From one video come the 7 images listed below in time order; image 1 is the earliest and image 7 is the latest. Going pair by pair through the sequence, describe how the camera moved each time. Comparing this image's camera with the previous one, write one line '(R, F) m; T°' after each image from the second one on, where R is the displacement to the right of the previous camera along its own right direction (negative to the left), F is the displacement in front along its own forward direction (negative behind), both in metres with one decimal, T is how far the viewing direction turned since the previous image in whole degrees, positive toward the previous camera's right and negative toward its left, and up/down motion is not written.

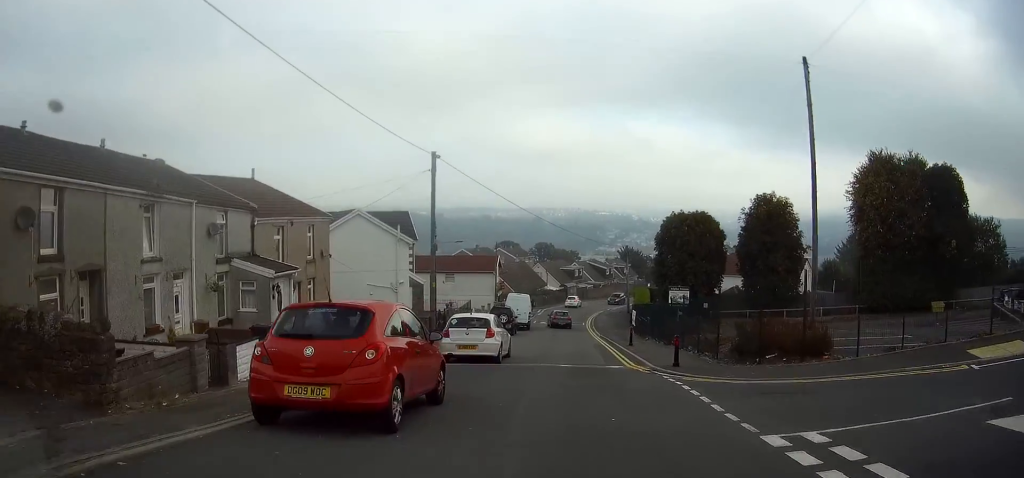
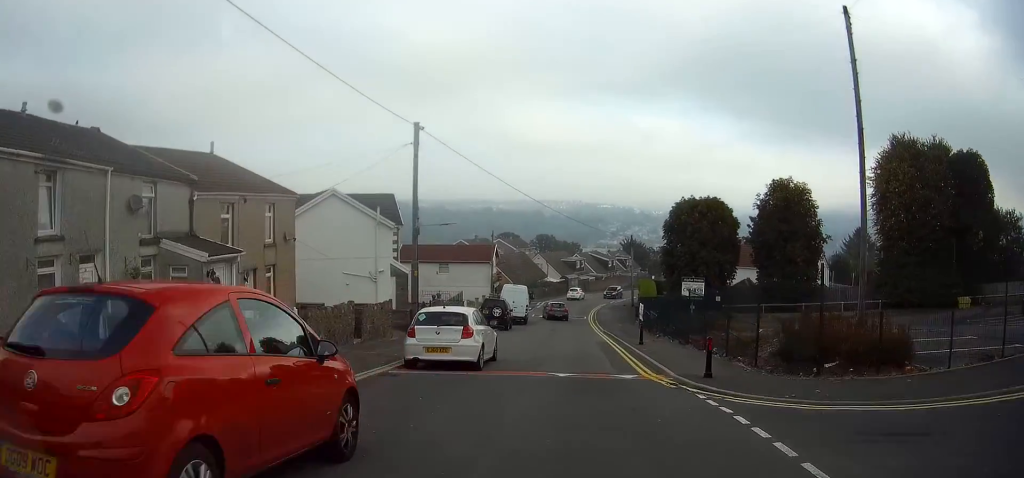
(0.0, +3.9) m; 0°
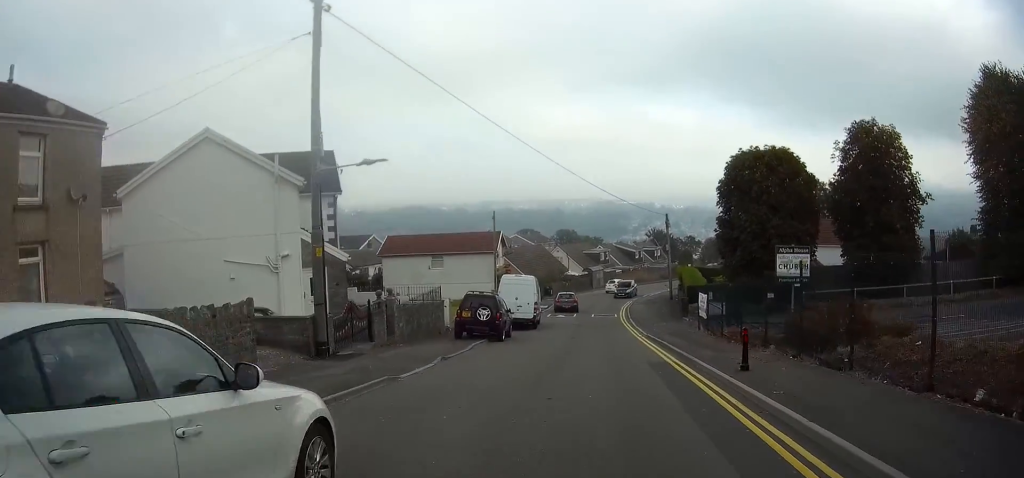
(-0.1, +12.5) m; -1°
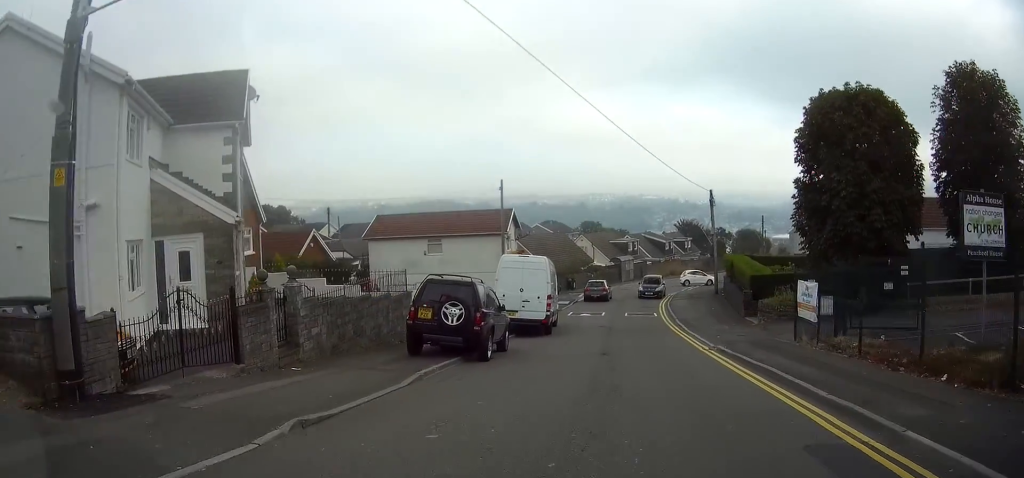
(0.0, +9.1) m; +2°
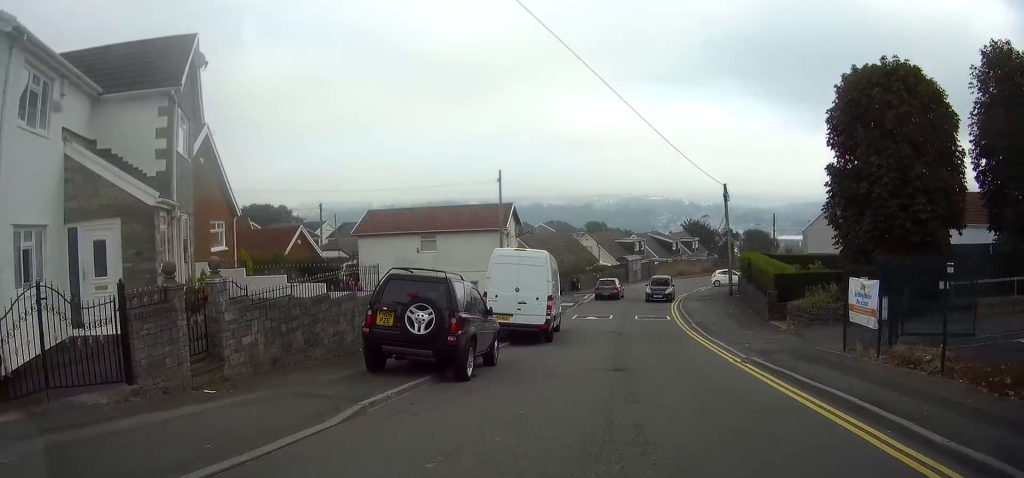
(+0.1, +3.2) m; +1°
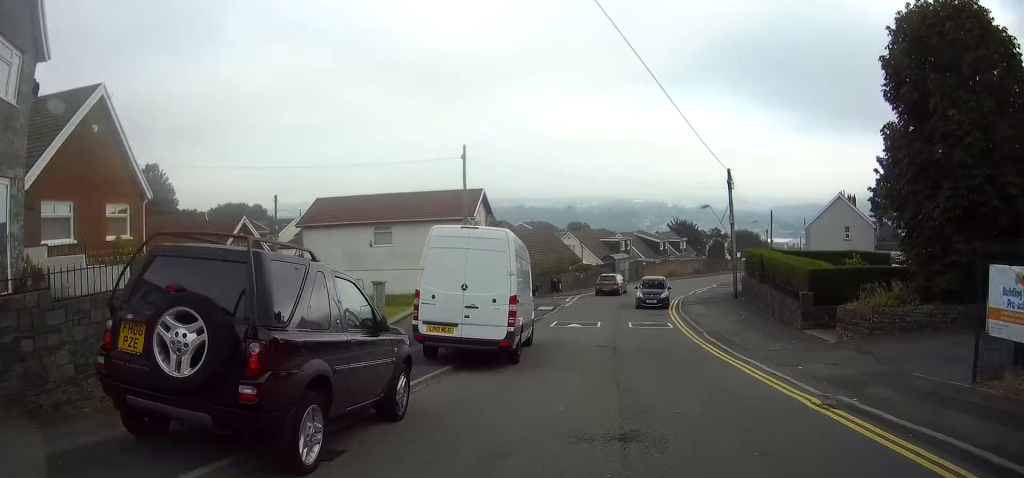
(+0.1, +6.6) m; +1°
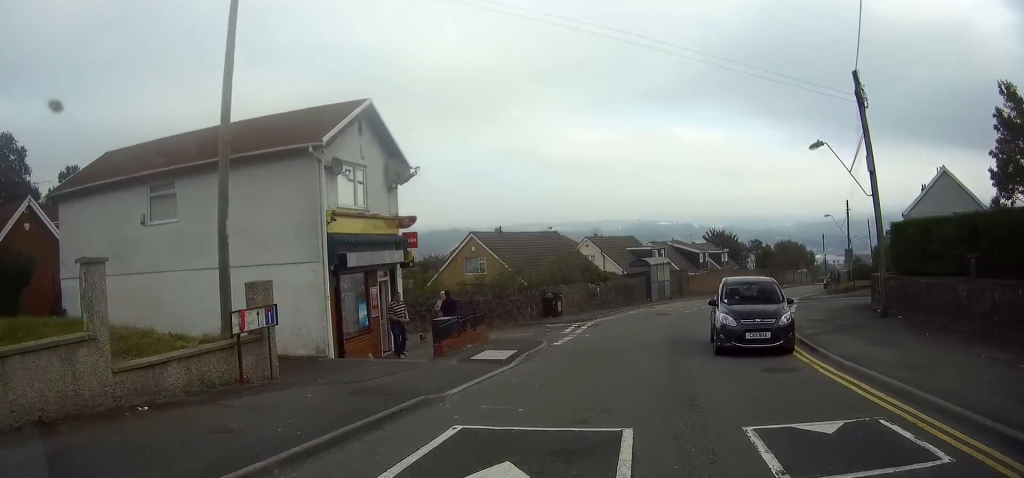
(-2.5, +21.3) m; -14°
